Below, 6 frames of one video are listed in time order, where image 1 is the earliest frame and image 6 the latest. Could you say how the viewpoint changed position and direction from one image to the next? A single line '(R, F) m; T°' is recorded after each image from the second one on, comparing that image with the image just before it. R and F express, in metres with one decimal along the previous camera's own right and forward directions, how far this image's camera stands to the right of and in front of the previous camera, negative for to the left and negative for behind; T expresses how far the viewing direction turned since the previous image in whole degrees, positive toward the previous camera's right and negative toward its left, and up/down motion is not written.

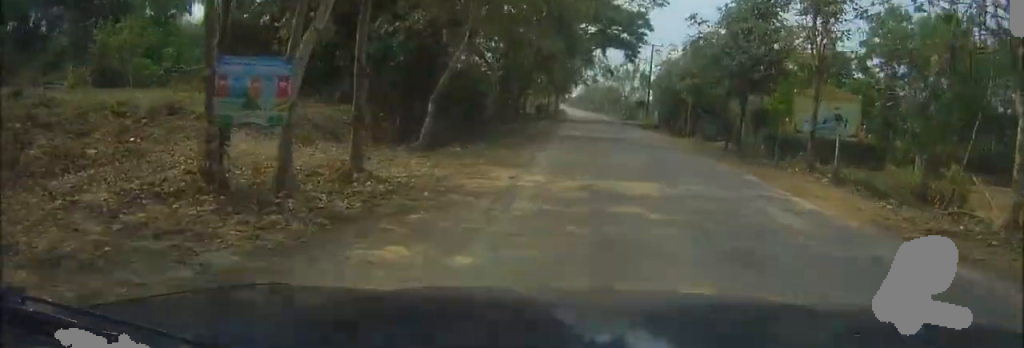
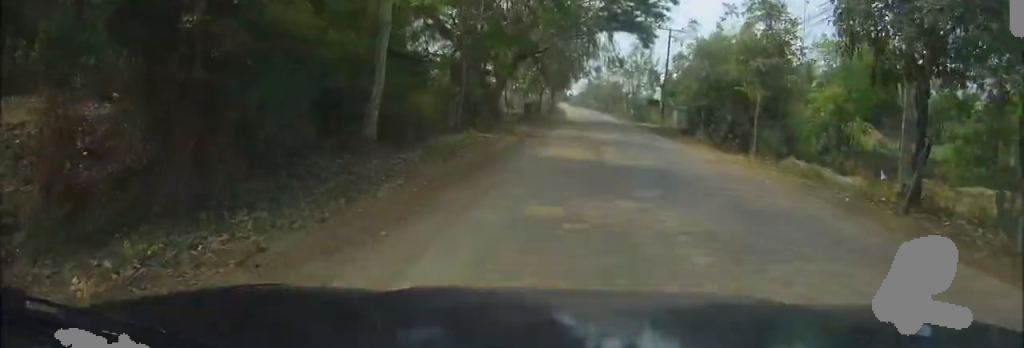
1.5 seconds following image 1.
(-0.1, +14.8) m; -1°
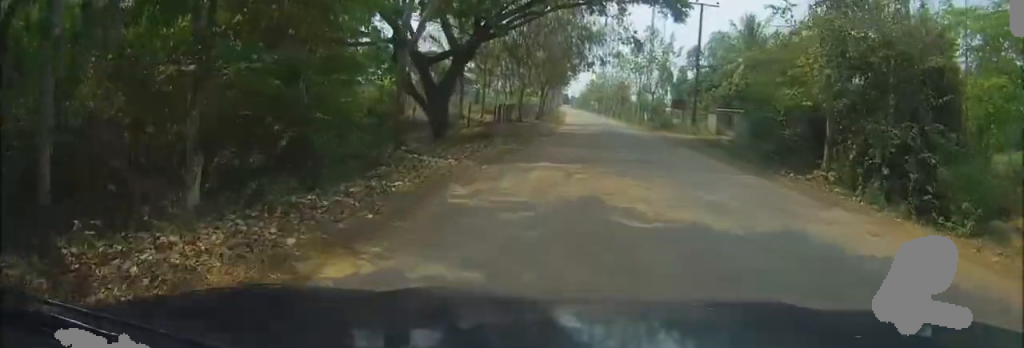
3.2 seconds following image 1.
(0.0, +17.5) m; 0°
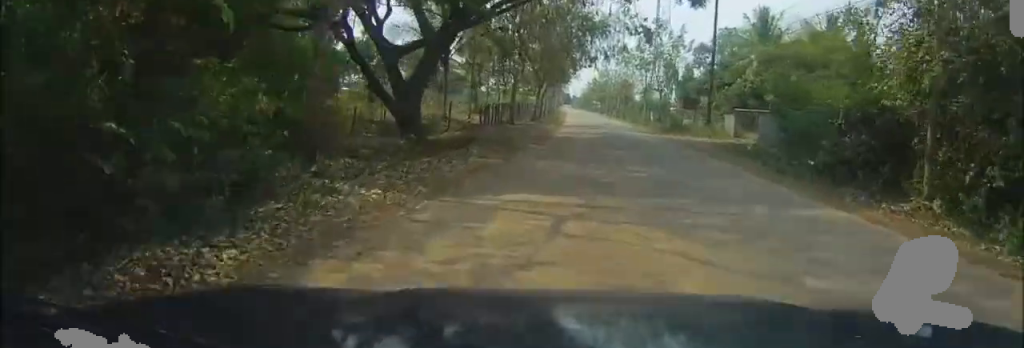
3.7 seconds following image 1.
(0.0, +5.2) m; 0°
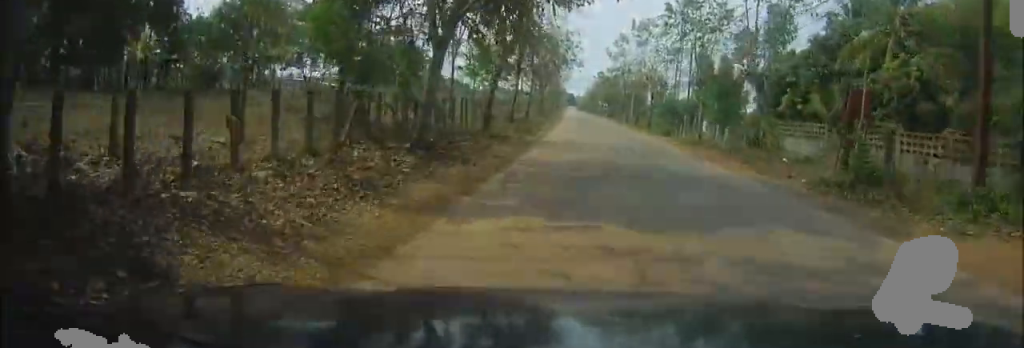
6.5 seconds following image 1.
(-0.2, +30.2) m; -1°
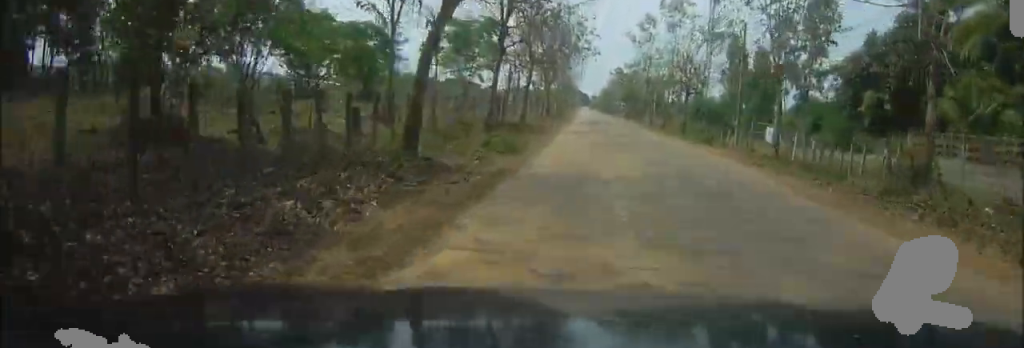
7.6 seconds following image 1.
(-0.1, +12.4) m; -1°
